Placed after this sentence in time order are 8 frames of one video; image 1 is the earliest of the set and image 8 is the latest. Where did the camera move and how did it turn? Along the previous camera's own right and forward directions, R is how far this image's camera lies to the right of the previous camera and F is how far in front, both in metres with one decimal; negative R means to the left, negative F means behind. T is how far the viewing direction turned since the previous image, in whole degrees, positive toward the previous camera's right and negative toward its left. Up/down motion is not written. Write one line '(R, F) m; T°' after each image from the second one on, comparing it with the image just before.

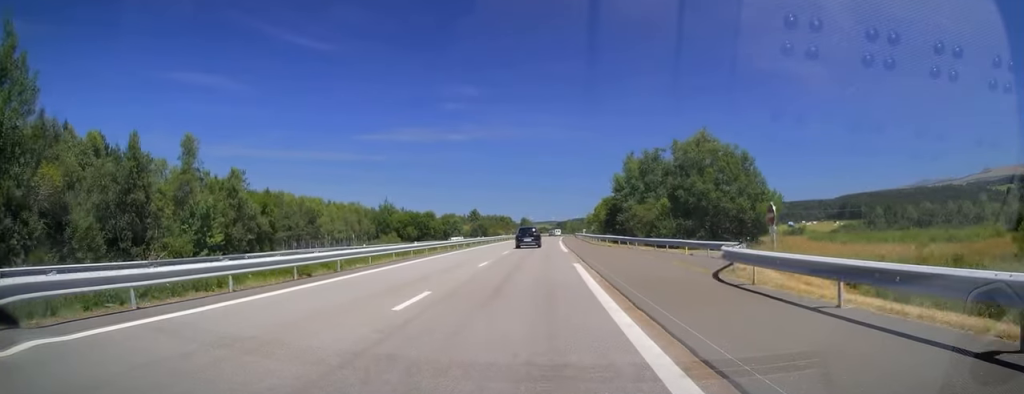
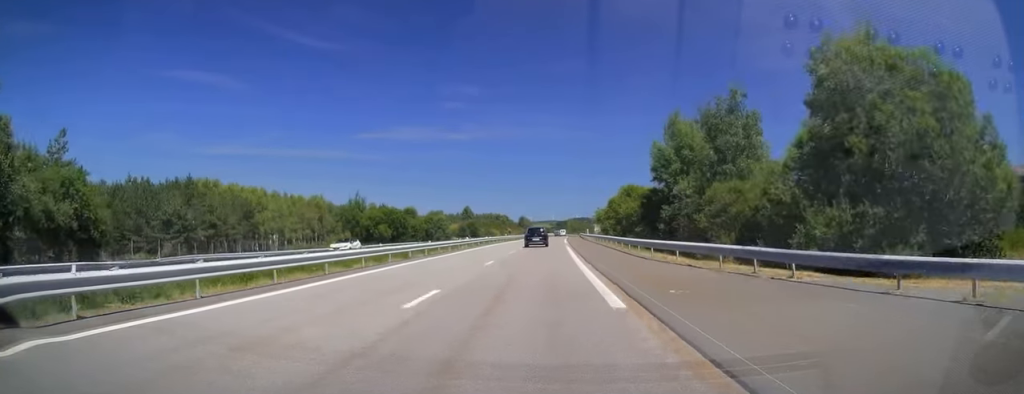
(0.0, +25.7) m; 0°
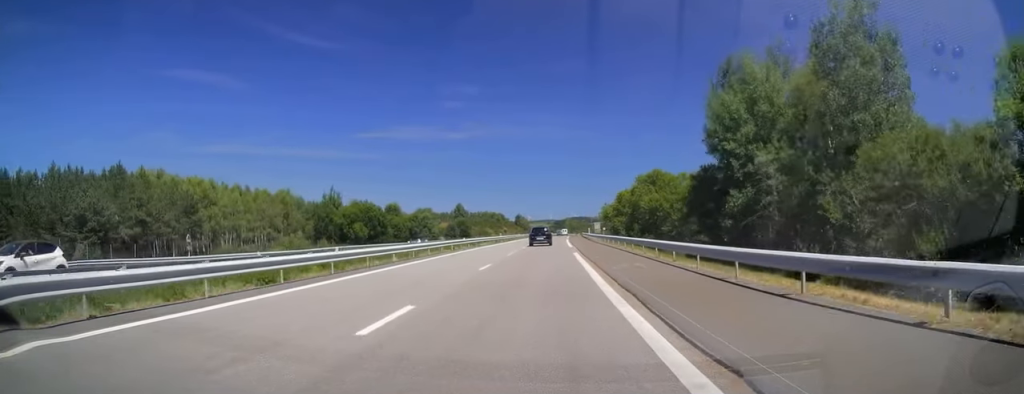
(-0.1, +15.8) m; 0°
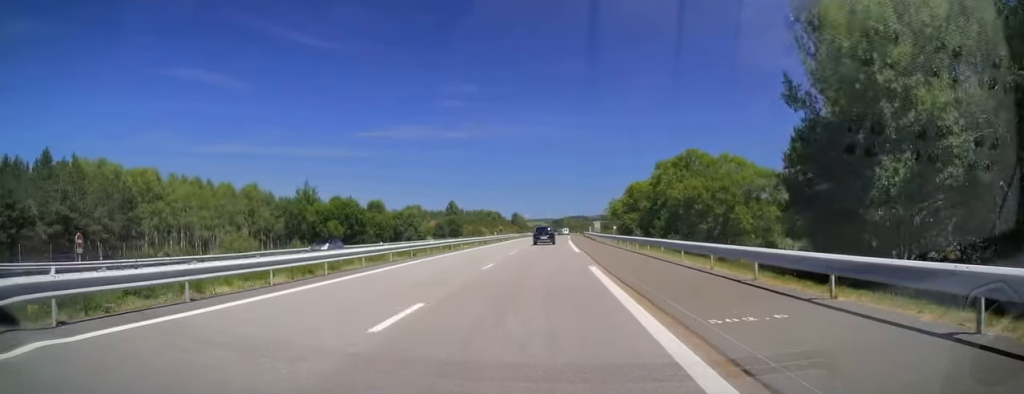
(0.0, +12.8) m; 0°
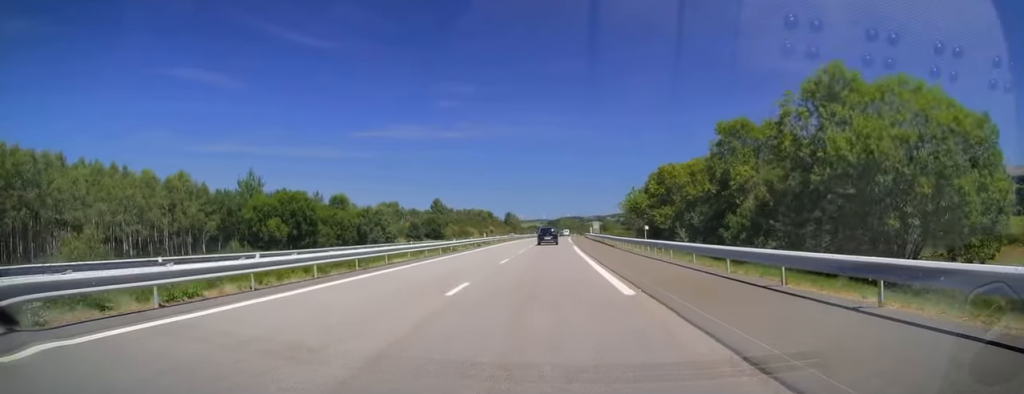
(+0.3, +21.2) m; +1°
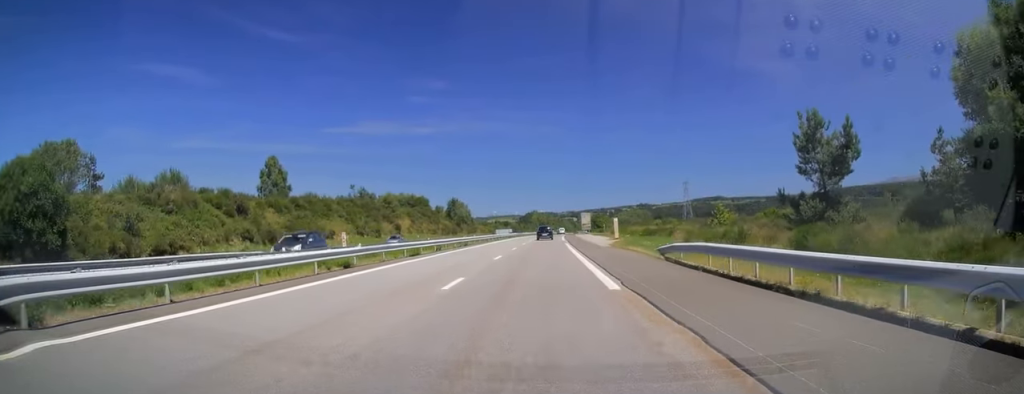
(+1.3, +103.1) m; +1°
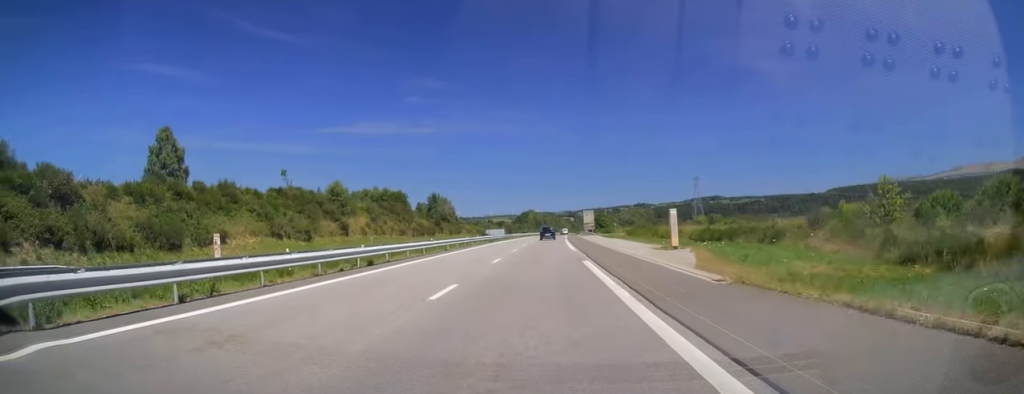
(-0.1, +27.9) m; 0°
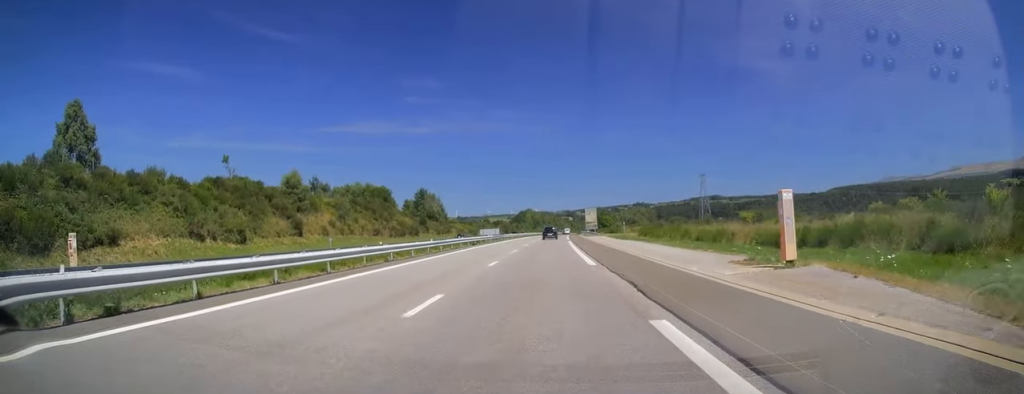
(+0.2, +15.5) m; 0°
